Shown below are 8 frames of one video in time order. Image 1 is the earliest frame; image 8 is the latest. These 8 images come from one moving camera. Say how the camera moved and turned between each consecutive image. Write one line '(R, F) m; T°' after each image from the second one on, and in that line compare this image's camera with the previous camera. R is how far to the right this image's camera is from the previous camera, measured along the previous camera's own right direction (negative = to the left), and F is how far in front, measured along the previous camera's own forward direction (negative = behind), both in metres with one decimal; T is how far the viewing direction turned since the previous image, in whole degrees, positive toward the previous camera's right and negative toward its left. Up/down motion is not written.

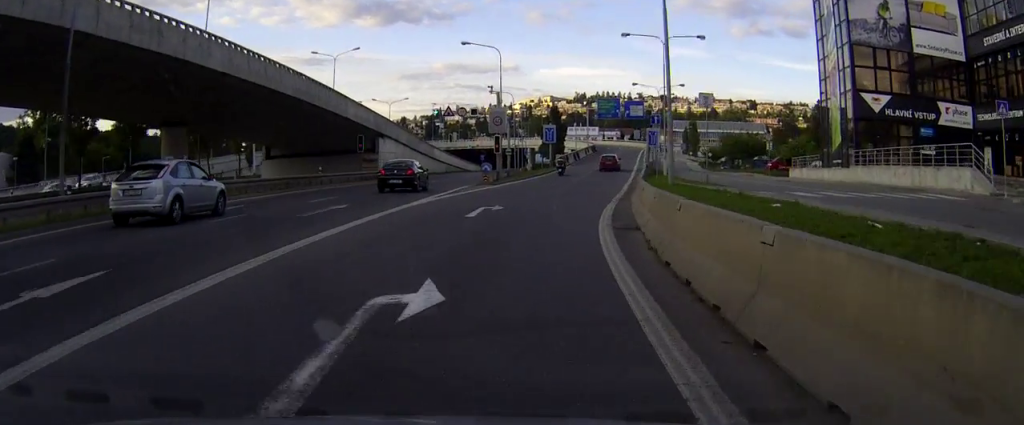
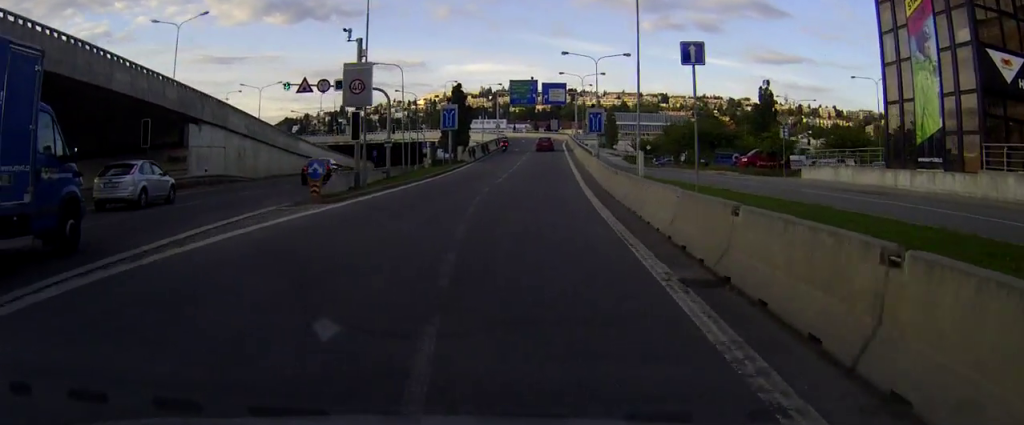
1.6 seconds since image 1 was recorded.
(+0.7, +21.9) m; +4°
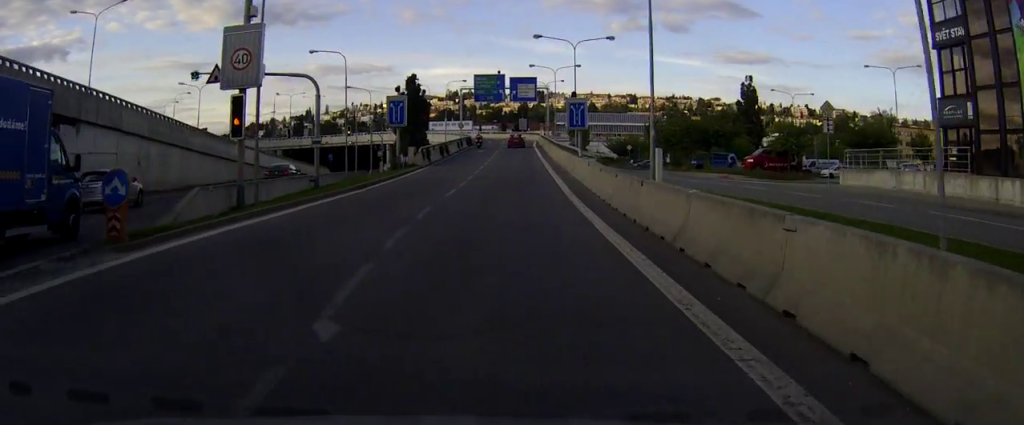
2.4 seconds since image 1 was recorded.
(+0.1, +10.1) m; +3°
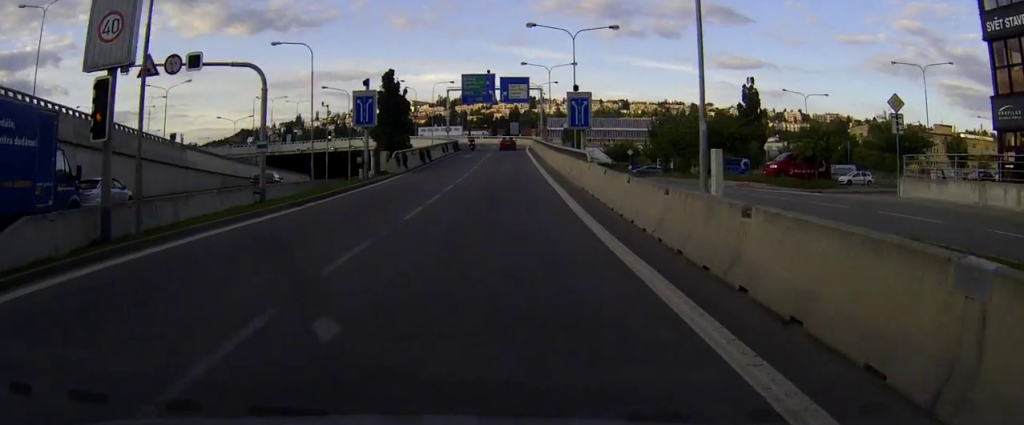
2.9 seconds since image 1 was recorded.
(+0.3, +6.9) m; +2°
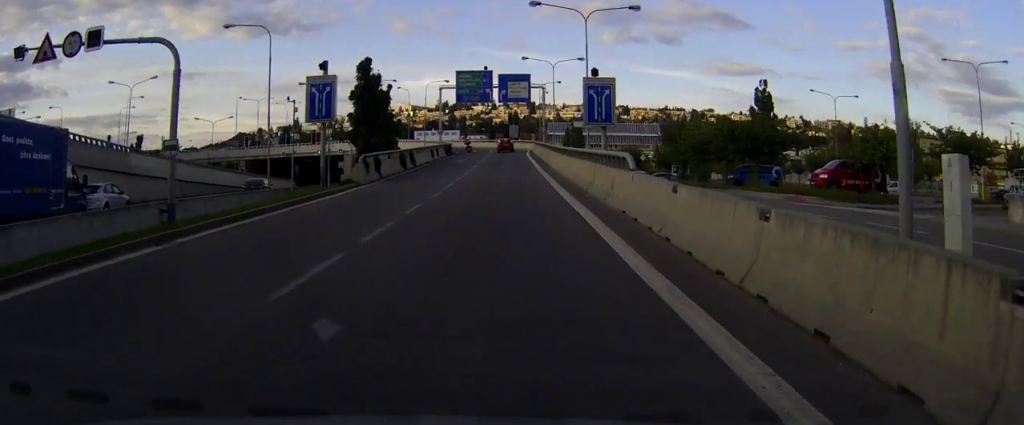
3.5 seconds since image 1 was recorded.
(+0.2, +8.4) m; +1°
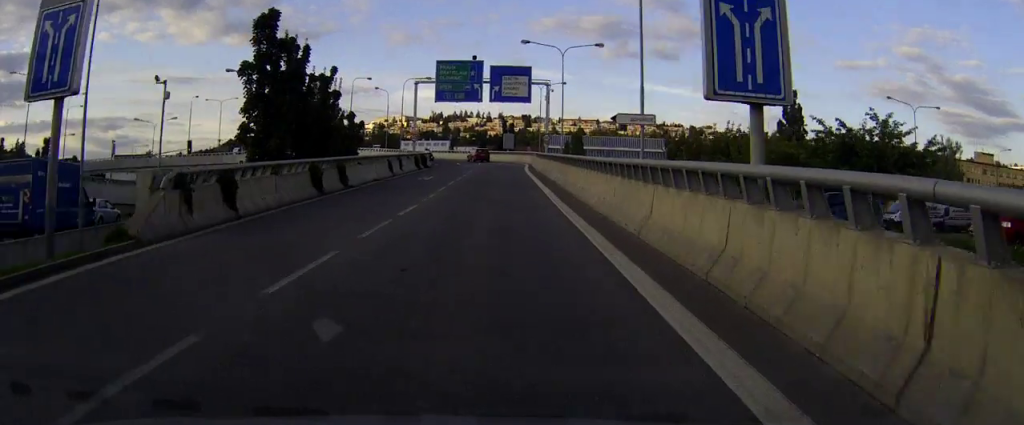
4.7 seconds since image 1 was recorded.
(0.0, +17.7) m; -2°
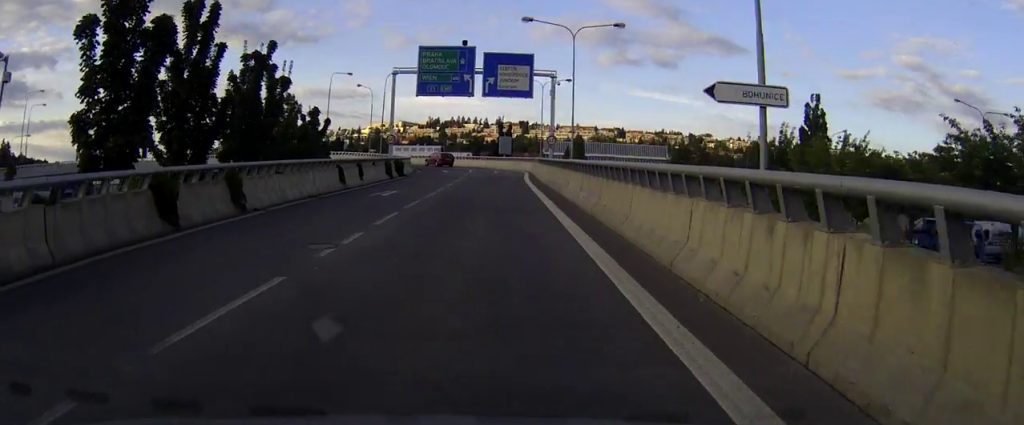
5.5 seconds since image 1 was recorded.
(-0.2, +11.1) m; -1°
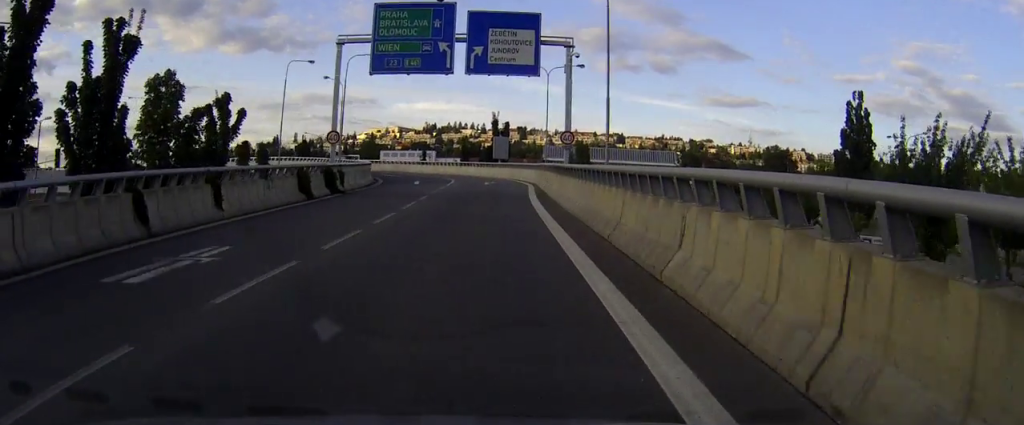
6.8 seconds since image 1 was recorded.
(0.0, +16.7) m; +1°
